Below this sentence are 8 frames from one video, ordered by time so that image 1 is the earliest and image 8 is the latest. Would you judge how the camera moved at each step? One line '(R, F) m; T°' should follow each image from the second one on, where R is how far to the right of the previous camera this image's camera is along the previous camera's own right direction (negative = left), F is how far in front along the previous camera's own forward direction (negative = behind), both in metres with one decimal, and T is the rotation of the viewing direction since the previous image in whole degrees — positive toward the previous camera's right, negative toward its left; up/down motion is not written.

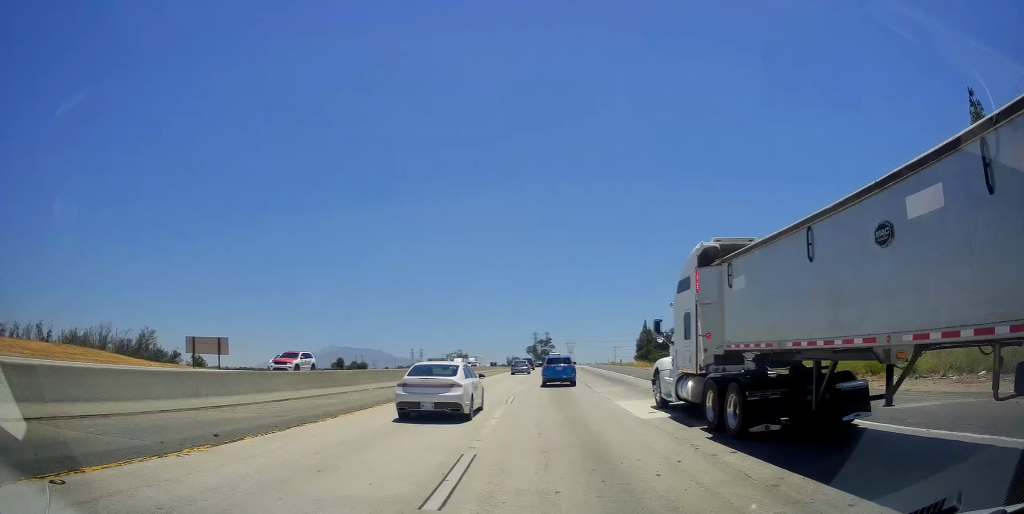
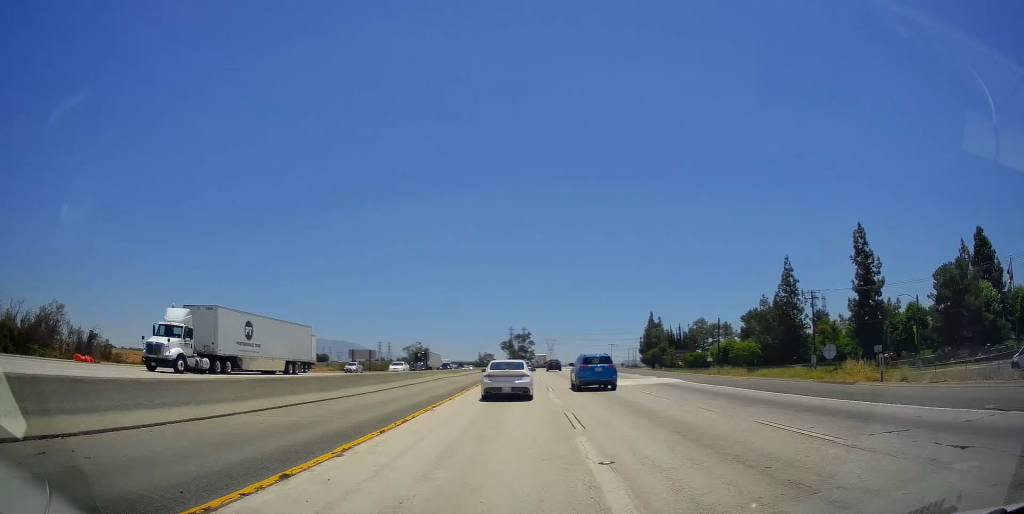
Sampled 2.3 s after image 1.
(+1.0, +62.8) m; +2°
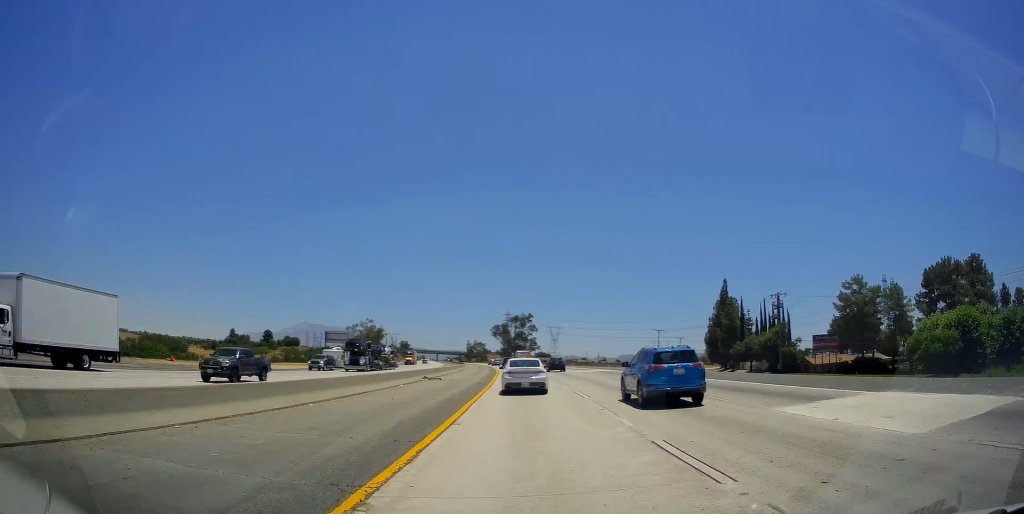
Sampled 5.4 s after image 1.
(+1.8, +93.8) m; +1°
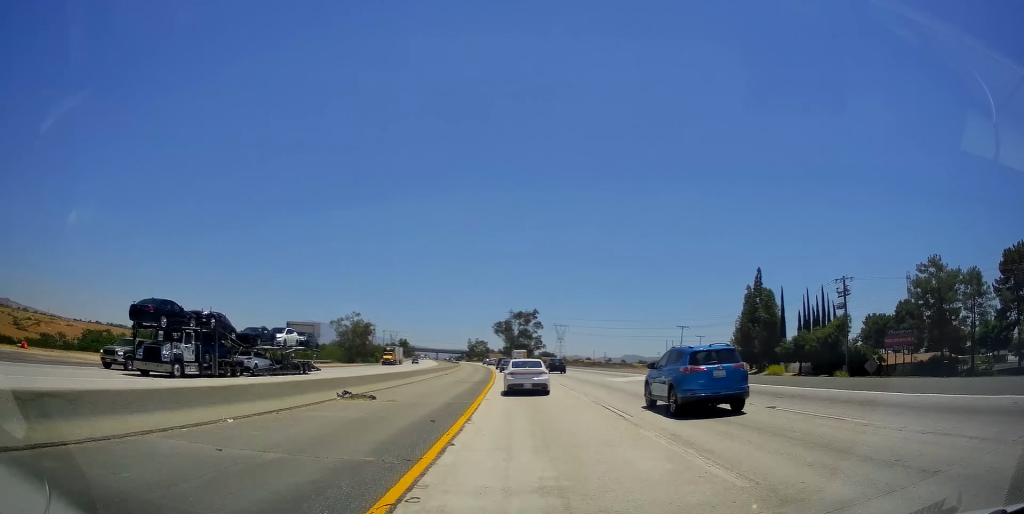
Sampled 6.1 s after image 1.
(-0.1, +20.8) m; -1°
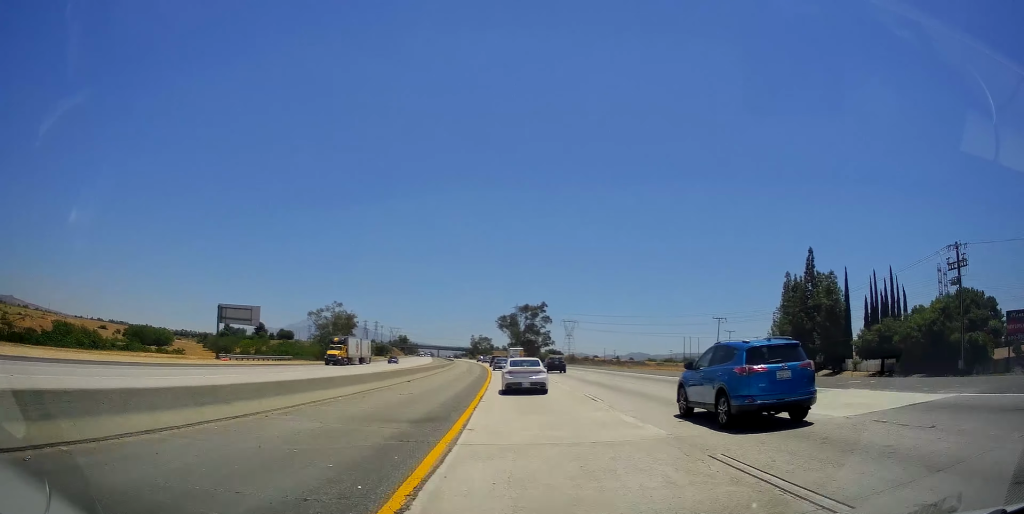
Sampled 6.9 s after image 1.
(-0.3, +23.1) m; -1°
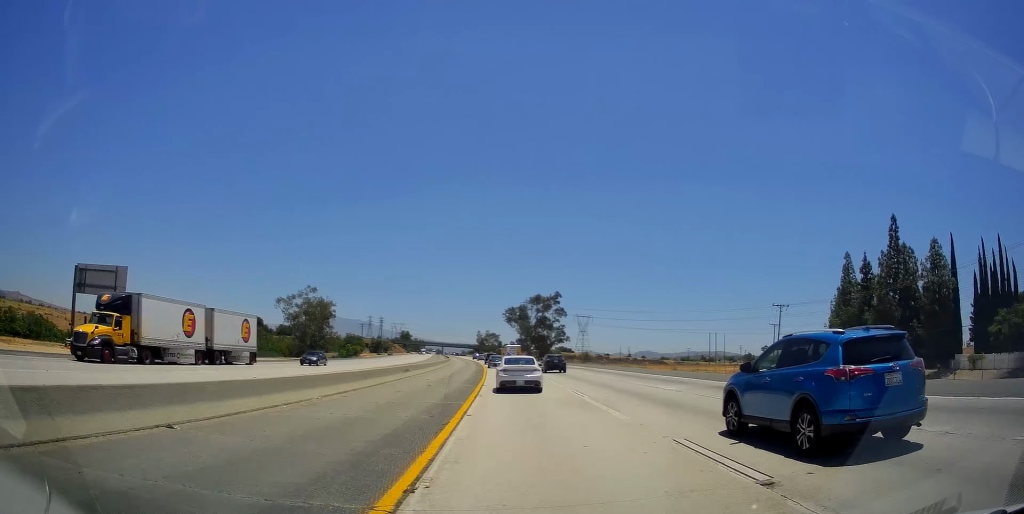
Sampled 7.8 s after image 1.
(-0.1, +27.1) m; 0°
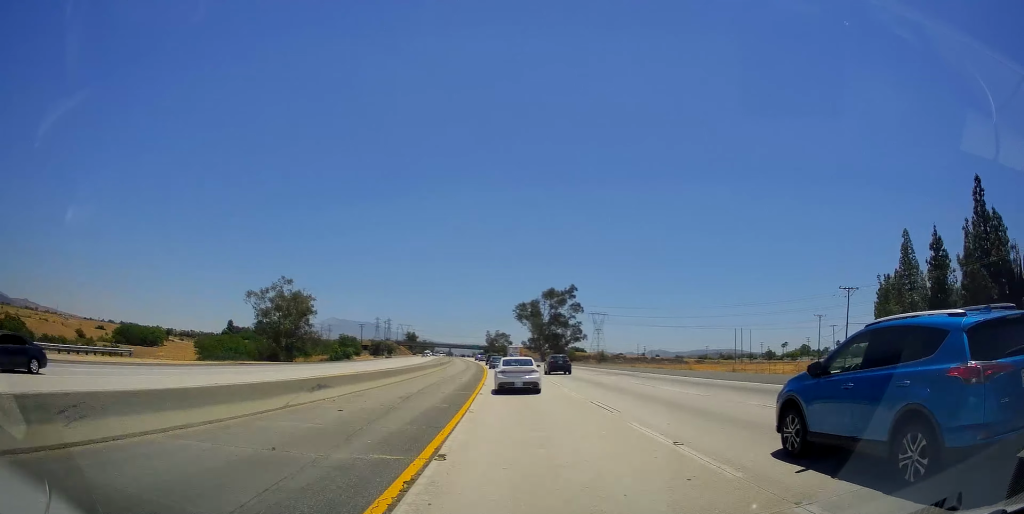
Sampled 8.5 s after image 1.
(0.0, +20.3) m; 0°
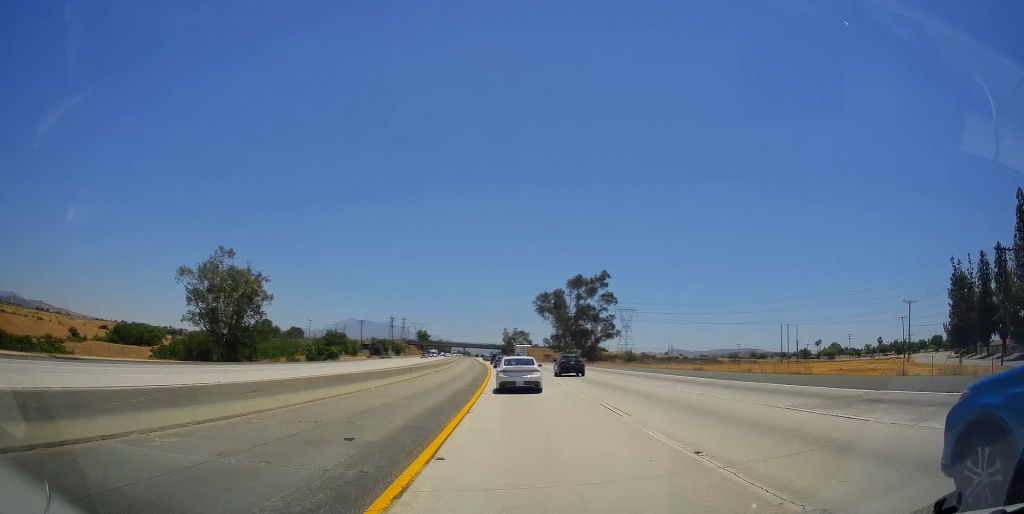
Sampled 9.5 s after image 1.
(+0.1, +31.8) m; -1°
